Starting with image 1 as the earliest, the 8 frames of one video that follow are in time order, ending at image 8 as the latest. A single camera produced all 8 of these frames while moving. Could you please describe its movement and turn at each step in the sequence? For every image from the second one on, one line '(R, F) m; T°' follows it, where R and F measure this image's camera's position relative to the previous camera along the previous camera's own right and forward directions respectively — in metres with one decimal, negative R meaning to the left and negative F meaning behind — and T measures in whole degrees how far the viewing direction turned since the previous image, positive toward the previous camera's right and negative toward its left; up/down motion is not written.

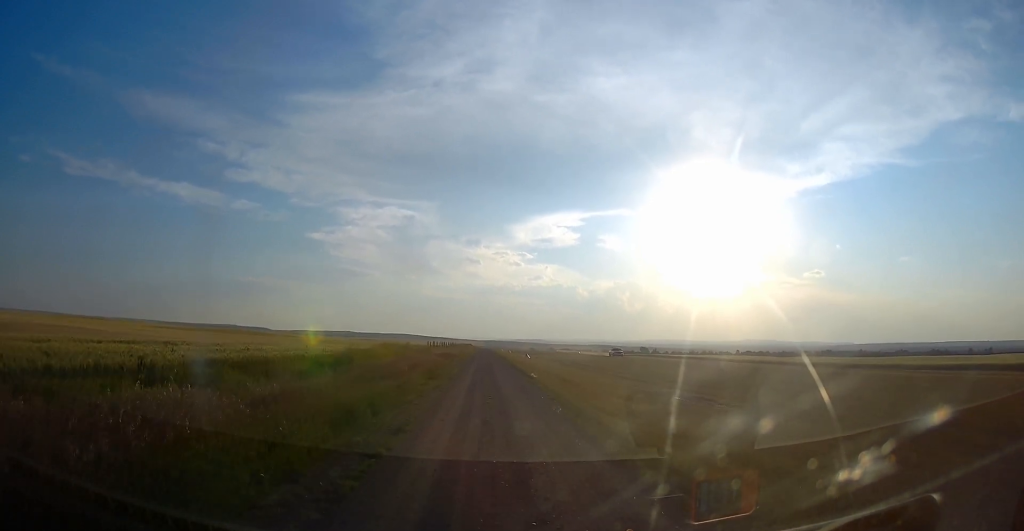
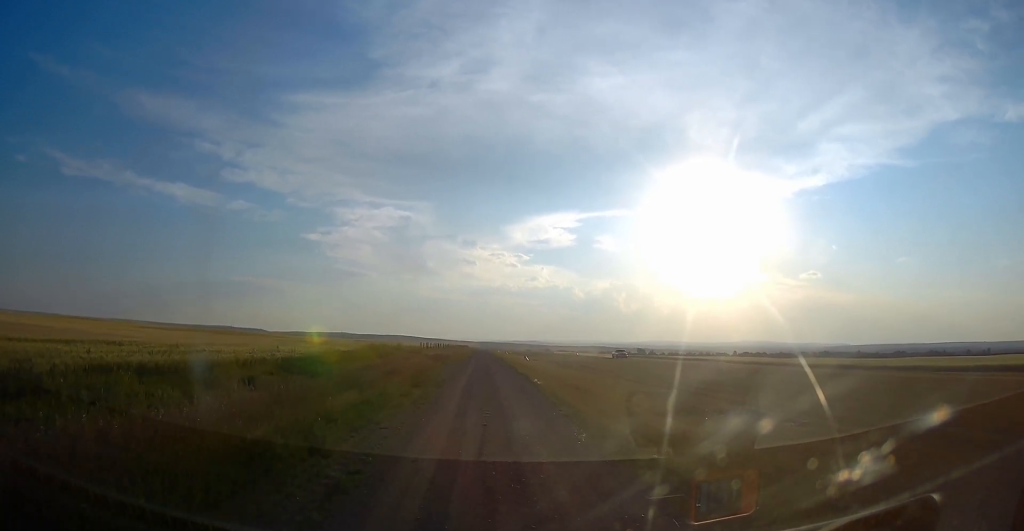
(0.0, +4.3) m; 0°
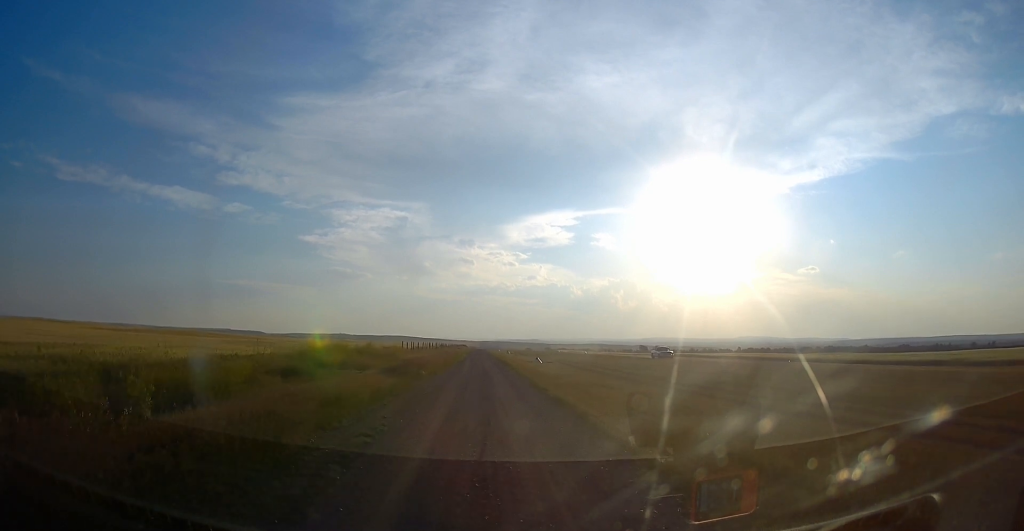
(0.0, +17.7) m; 0°
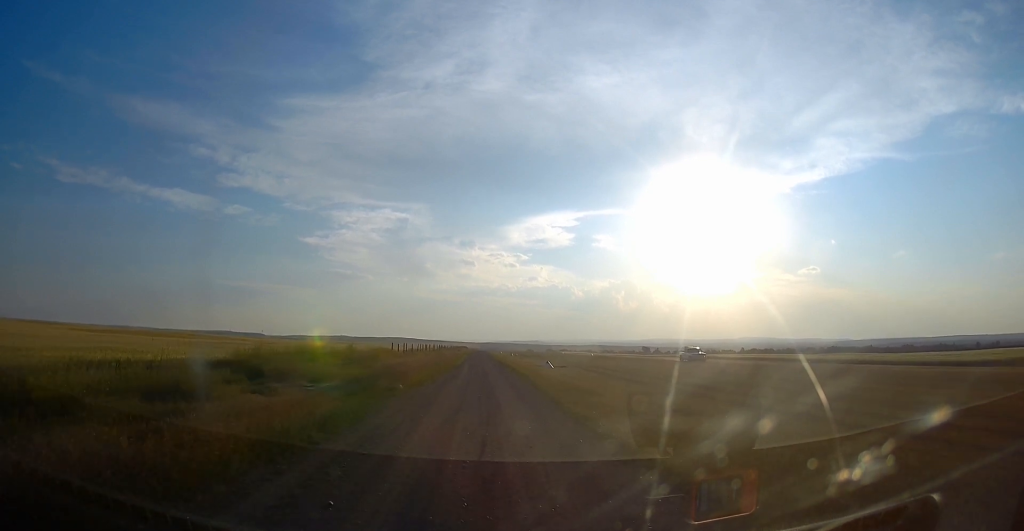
(0.0, +8.1) m; 0°
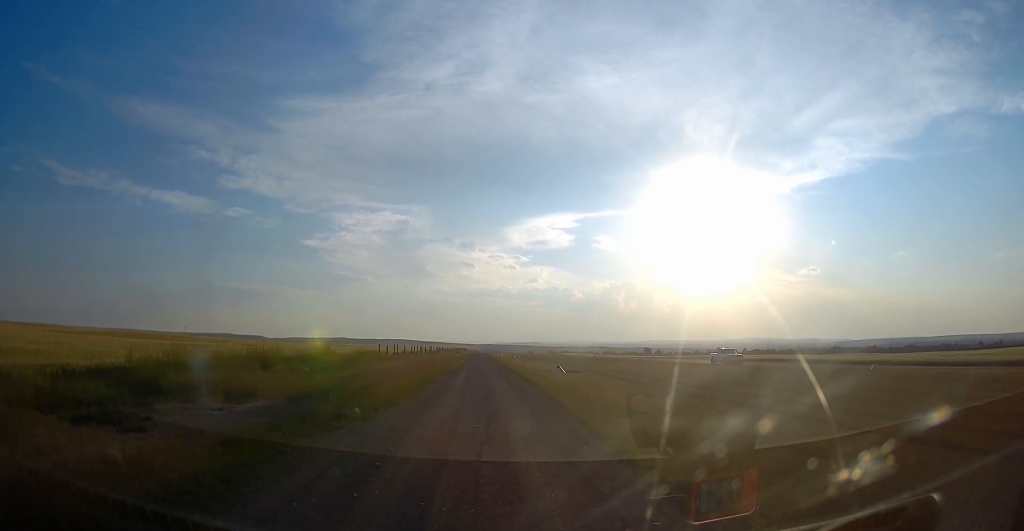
(0.0, +7.1) m; 0°
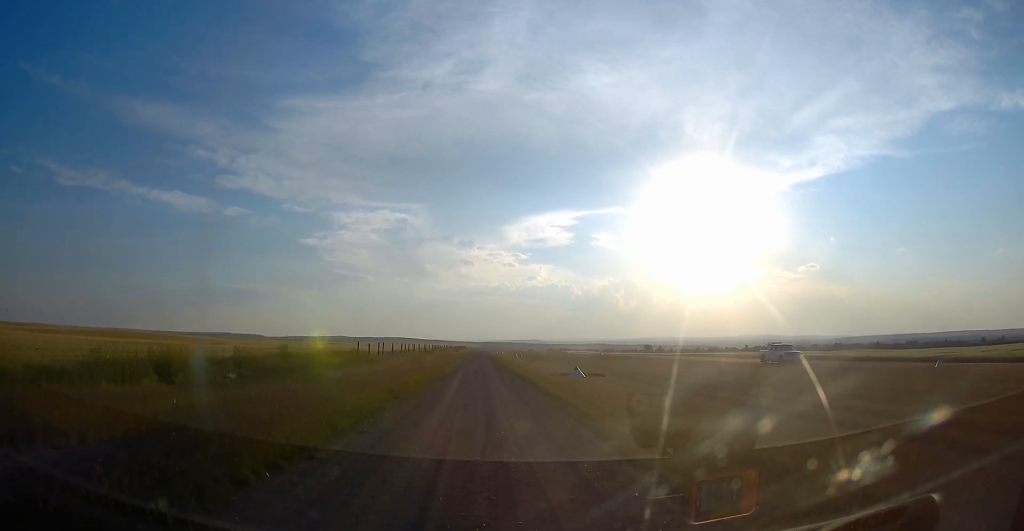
(0.0, +8.2) m; 0°
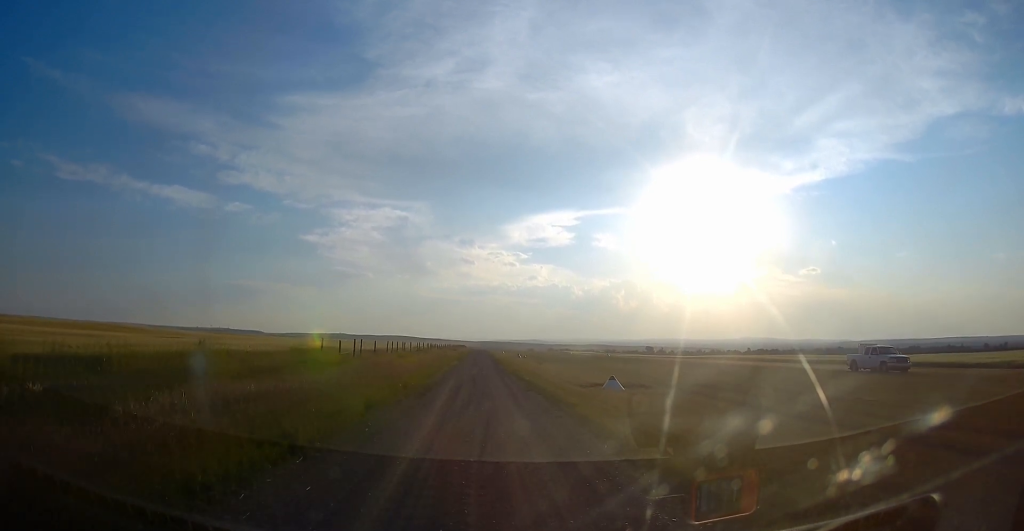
(0.0, +9.3) m; 0°
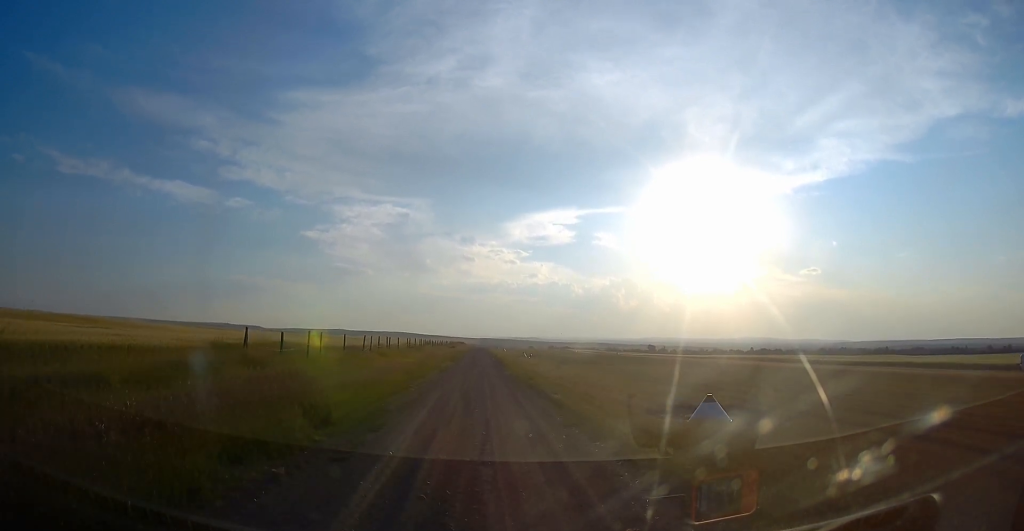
(0.0, +10.6) m; 0°
